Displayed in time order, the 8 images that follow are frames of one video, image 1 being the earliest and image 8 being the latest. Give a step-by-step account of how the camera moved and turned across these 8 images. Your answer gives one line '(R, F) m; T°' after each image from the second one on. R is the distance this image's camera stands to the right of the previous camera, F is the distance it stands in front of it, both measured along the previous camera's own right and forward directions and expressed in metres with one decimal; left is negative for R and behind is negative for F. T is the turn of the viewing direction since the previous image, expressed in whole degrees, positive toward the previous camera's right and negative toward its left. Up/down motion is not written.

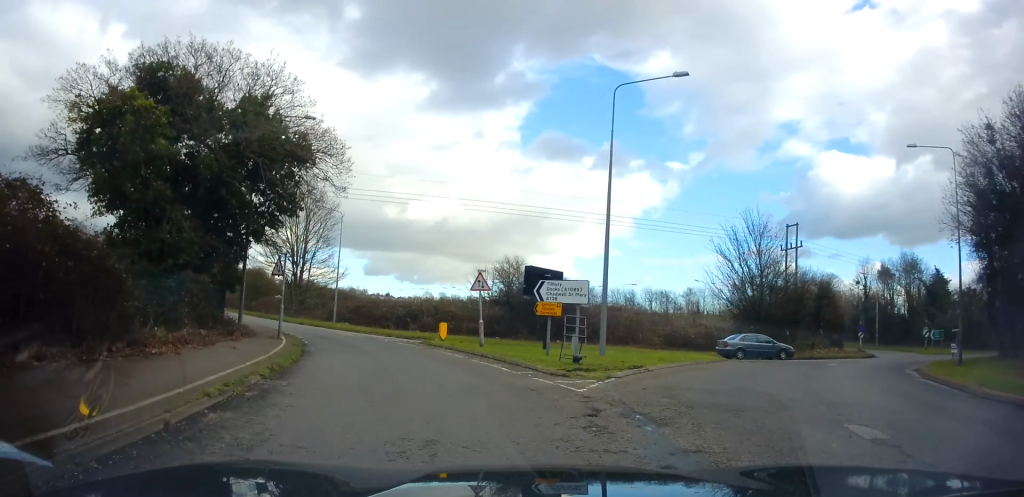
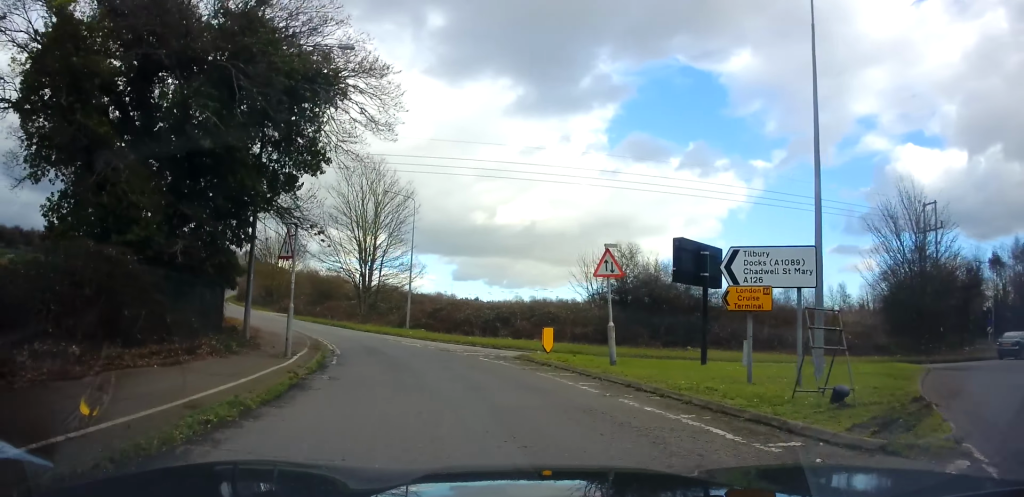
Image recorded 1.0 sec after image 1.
(-1.1, +8.0) m; -8°
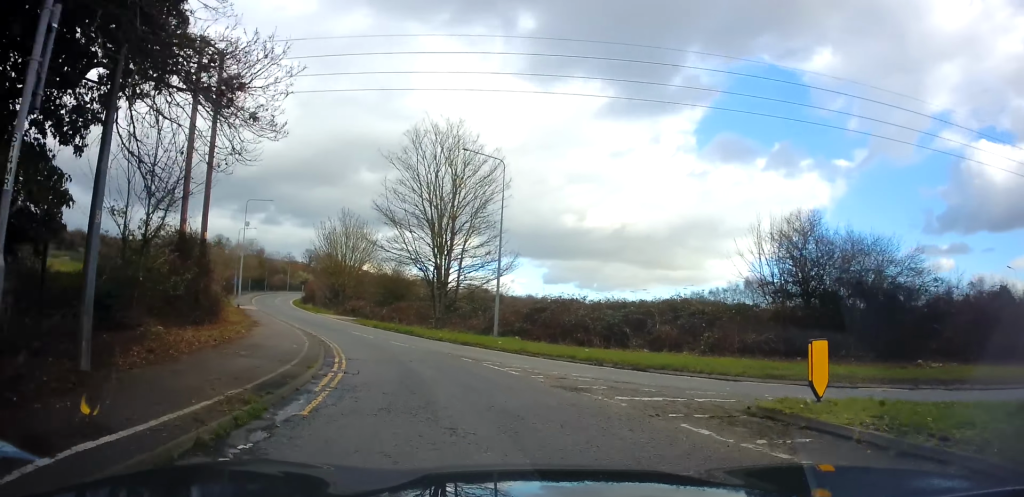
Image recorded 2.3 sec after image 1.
(-0.3, +11.2) m; -8°
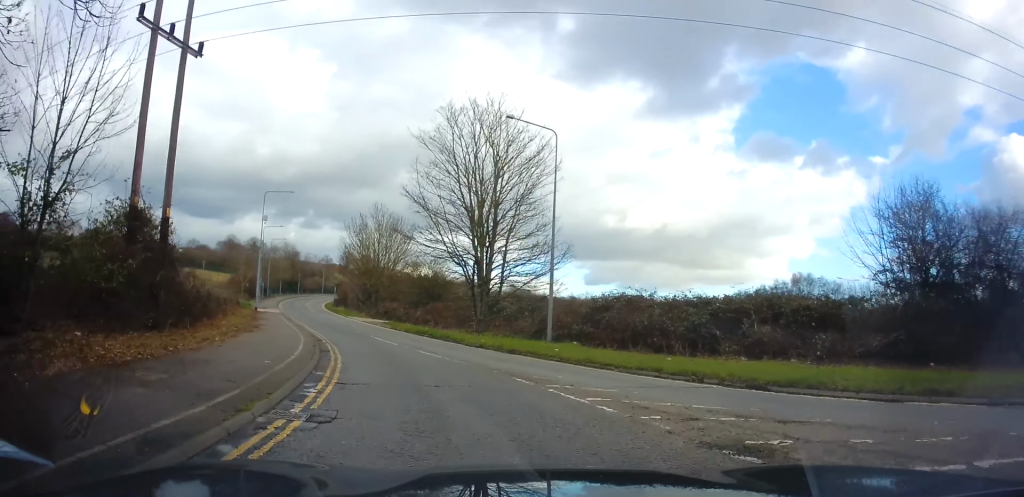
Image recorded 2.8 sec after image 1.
(-0.6, +5.3) m; -5°
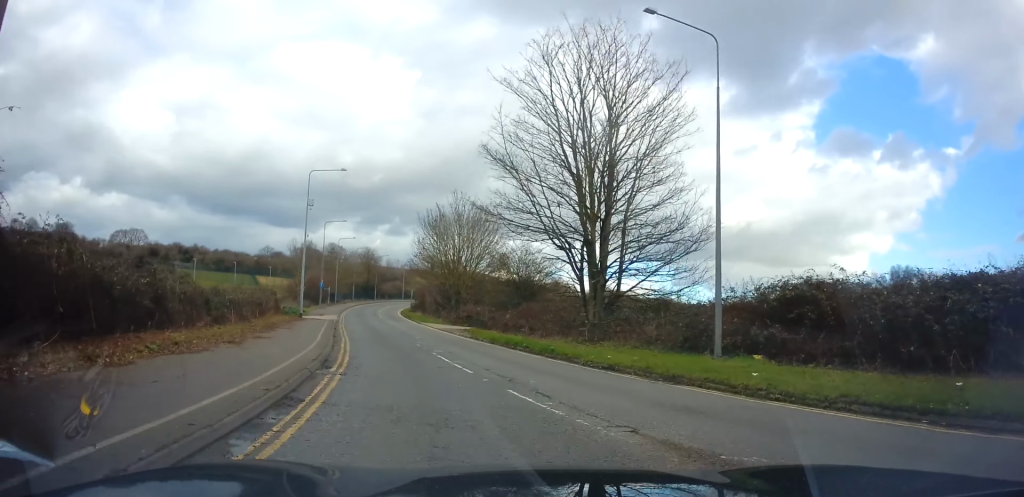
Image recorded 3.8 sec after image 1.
(-0.6, +9.5) m; -9°
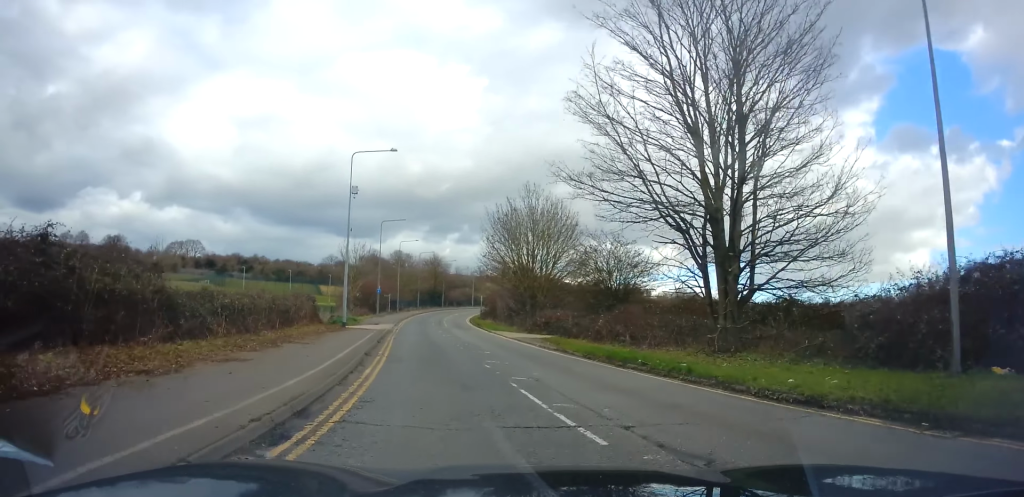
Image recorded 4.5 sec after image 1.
(-0.3, +6.6) m; -6°
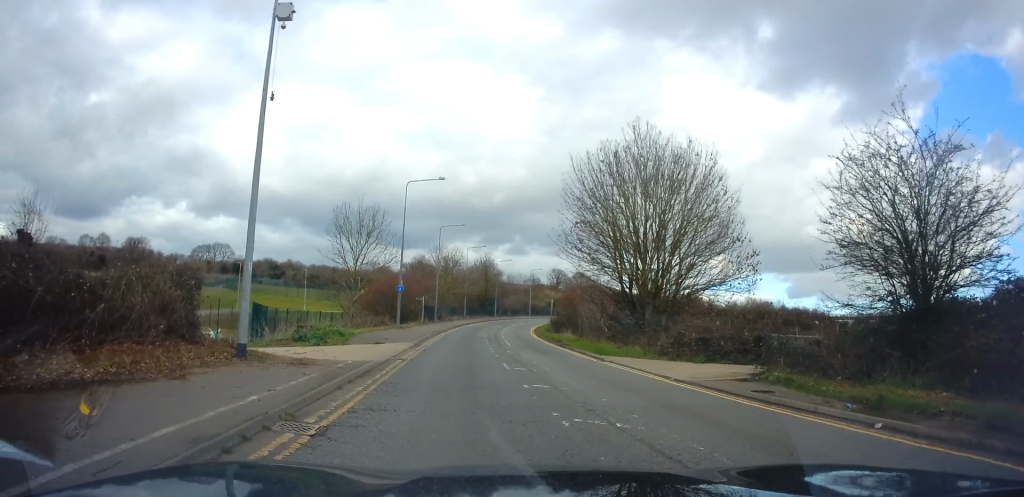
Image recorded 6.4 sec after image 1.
(-1.7, +20.3) m; -4°
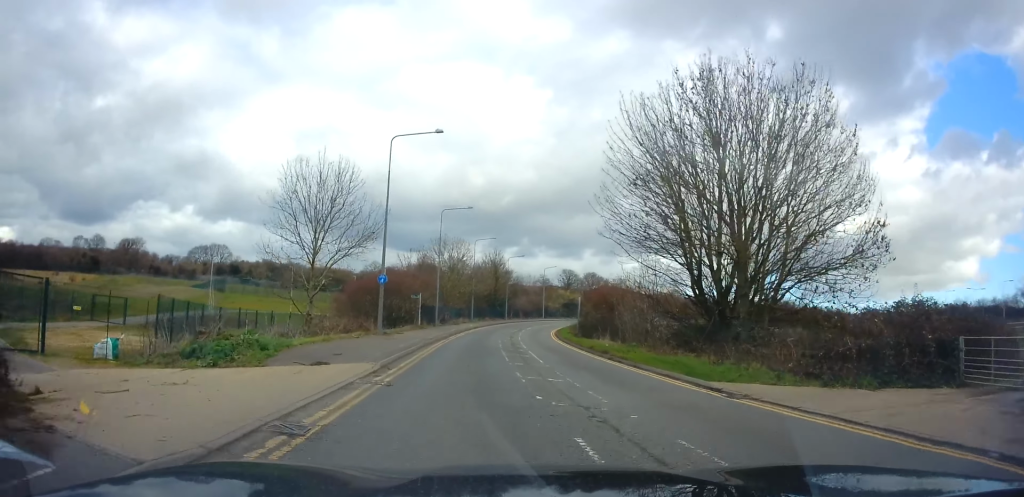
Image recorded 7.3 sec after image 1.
(+0.2, +10.0) m; -2°
